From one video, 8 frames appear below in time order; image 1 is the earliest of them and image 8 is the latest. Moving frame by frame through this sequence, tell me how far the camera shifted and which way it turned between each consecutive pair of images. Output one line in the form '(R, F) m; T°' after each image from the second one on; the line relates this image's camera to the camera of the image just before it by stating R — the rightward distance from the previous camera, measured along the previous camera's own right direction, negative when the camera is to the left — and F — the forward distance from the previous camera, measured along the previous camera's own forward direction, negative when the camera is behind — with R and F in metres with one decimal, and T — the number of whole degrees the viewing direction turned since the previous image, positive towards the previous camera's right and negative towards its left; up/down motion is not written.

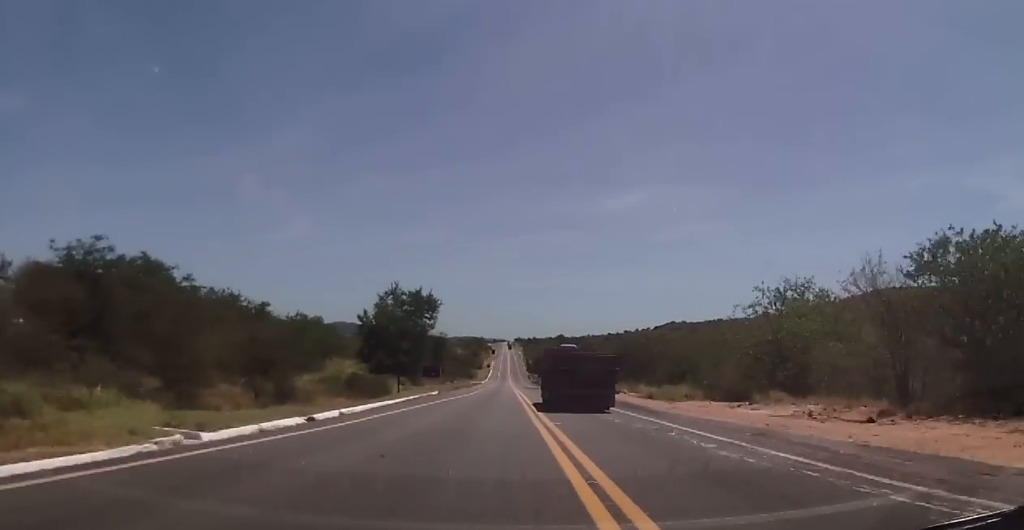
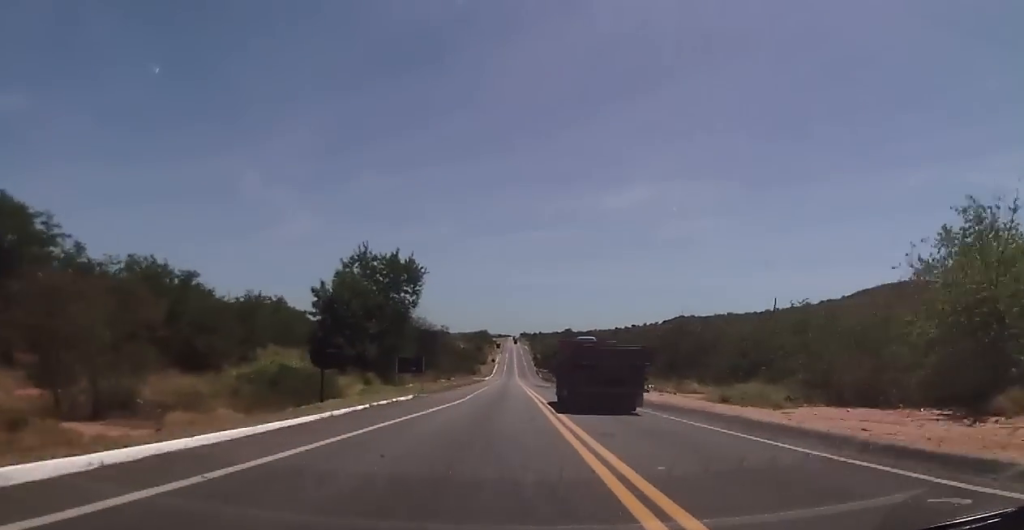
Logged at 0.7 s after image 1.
(-0.2, +18.6) m; -1°
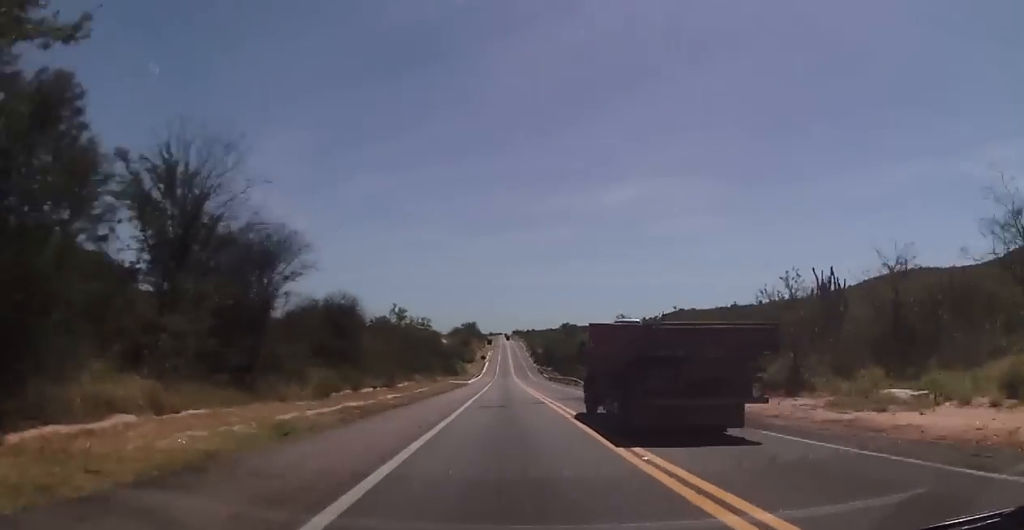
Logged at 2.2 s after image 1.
(-0.3, +44.3) m; 0°
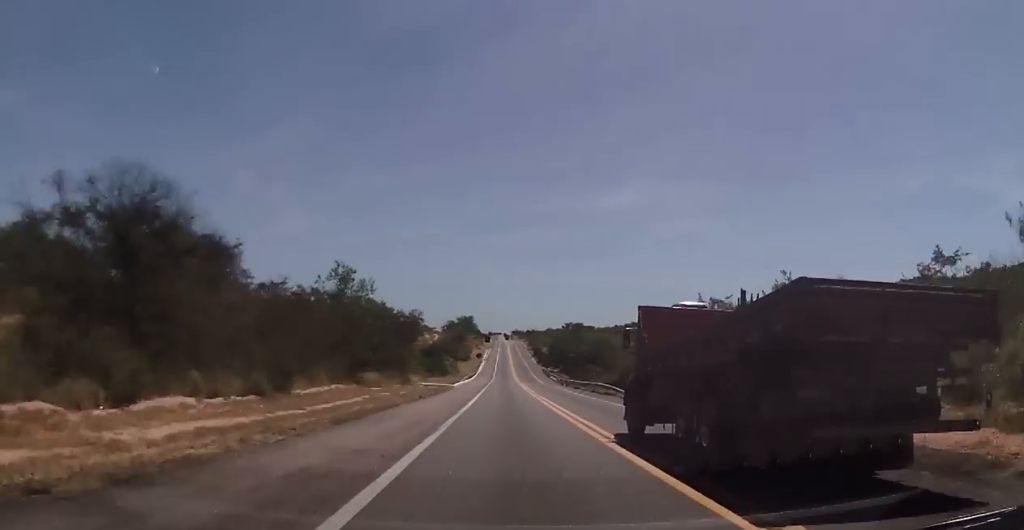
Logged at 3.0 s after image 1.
(+0.4, +23.9) m; 0°
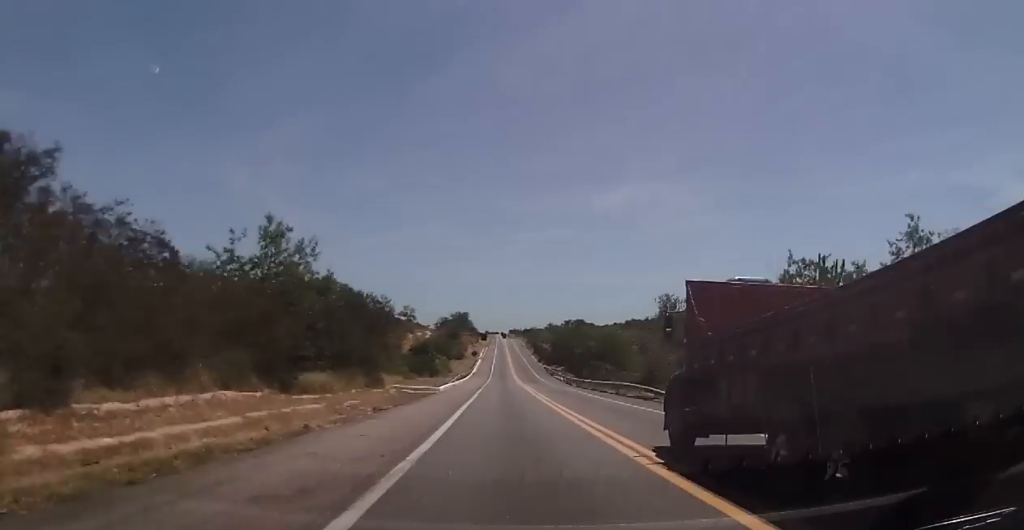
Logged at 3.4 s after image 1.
(-0.4, +13.4) m; 0°
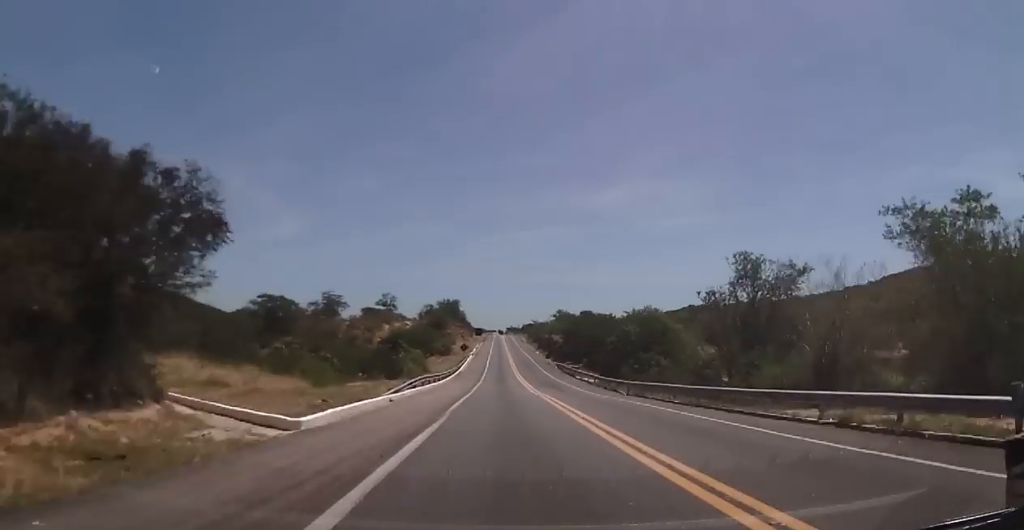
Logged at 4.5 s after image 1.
(+0.3, +32.4) m; +1°
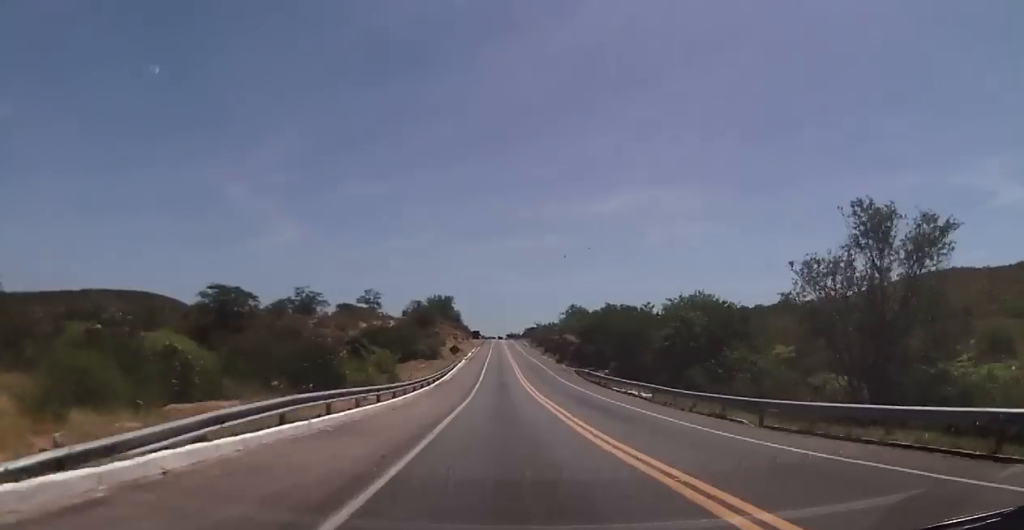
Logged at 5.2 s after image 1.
(+0.3, +23.4) m; 0°
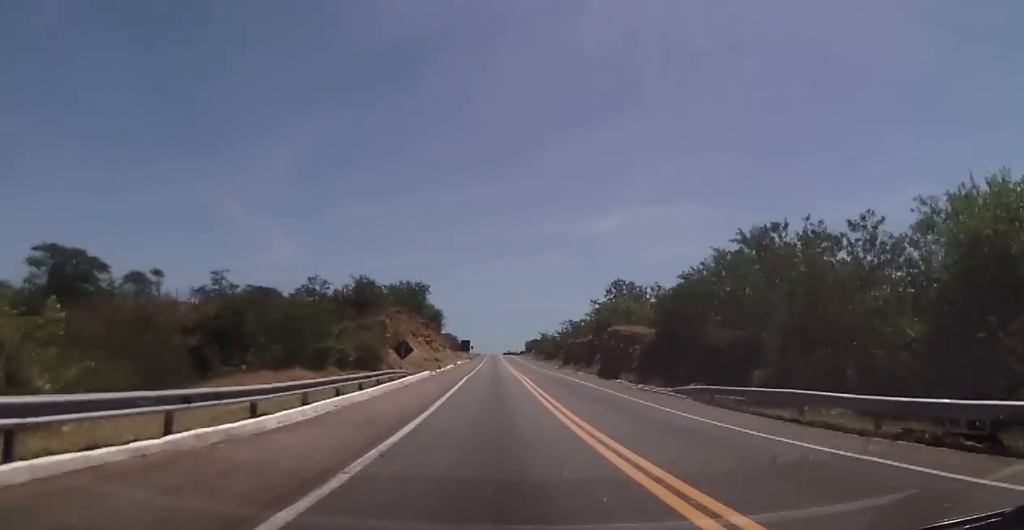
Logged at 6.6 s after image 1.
(-0.6, +44.1) m; 0°
